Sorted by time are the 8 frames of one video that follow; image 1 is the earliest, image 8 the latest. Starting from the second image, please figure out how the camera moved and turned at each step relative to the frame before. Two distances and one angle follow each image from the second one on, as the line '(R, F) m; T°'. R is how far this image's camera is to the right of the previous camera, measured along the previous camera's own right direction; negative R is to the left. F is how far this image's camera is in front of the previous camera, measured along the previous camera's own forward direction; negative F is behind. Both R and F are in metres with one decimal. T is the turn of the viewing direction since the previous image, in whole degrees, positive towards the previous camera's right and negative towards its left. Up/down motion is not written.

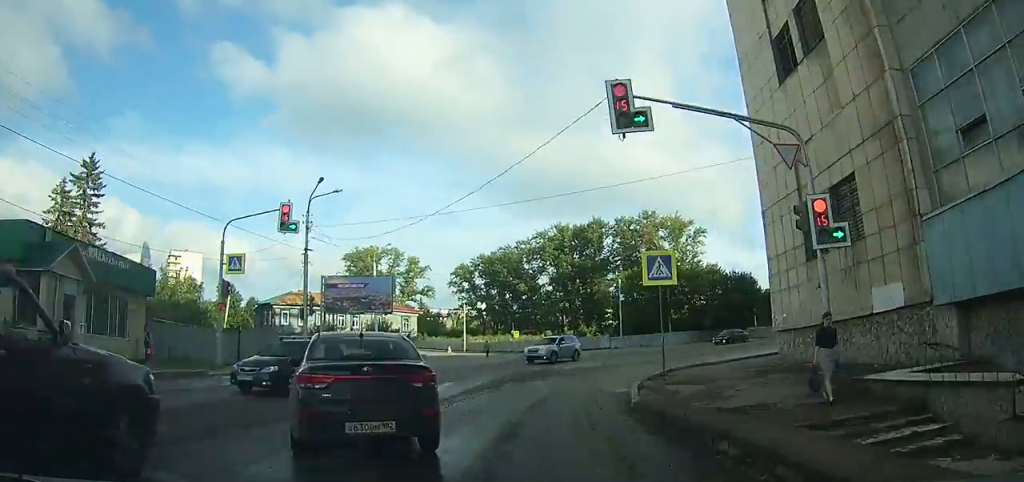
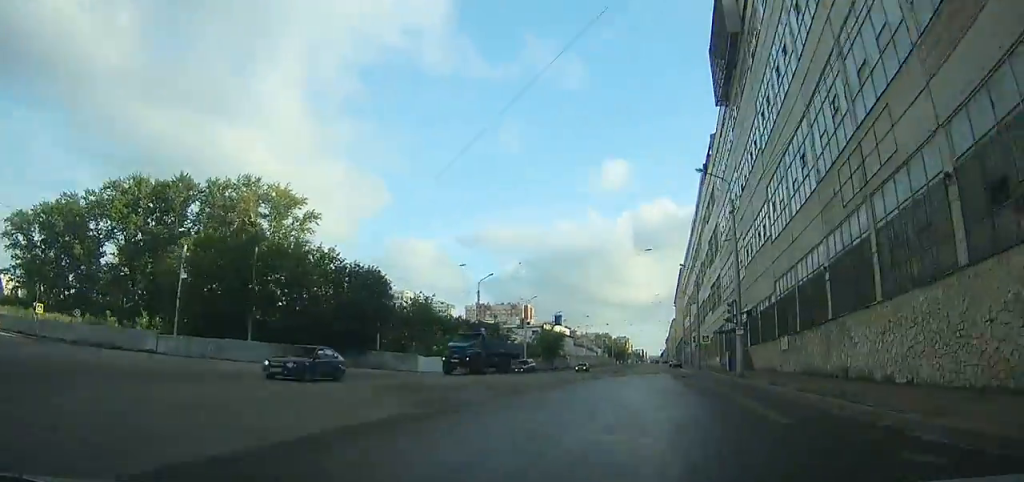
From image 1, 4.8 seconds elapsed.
(+7.2, +34.9) m; +34°
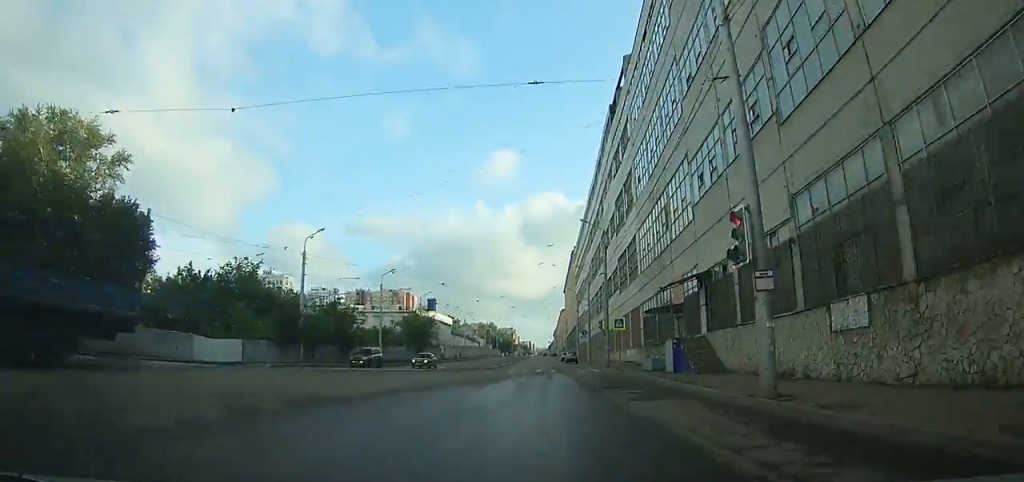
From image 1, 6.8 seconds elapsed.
(+4.4, +18.7) m; +11°
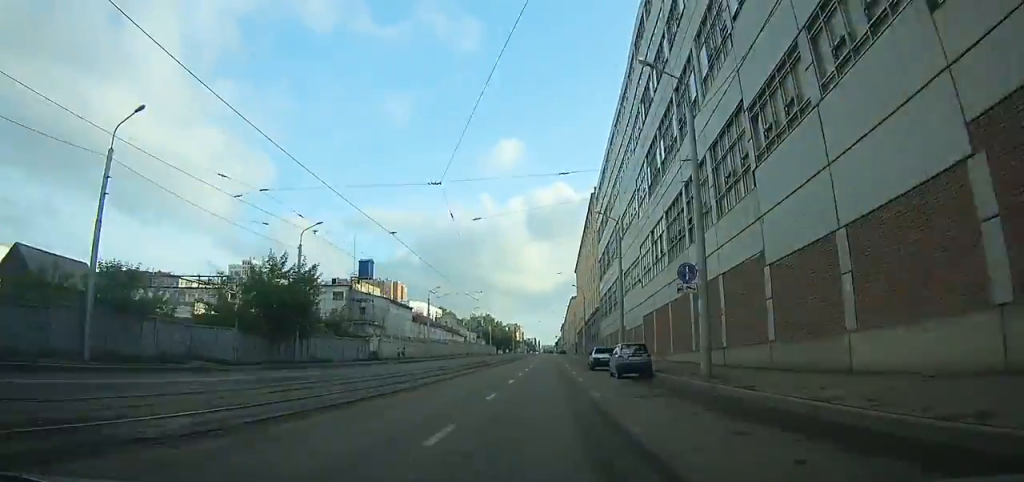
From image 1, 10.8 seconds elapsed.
(+1.9, +48.9) m; +1°
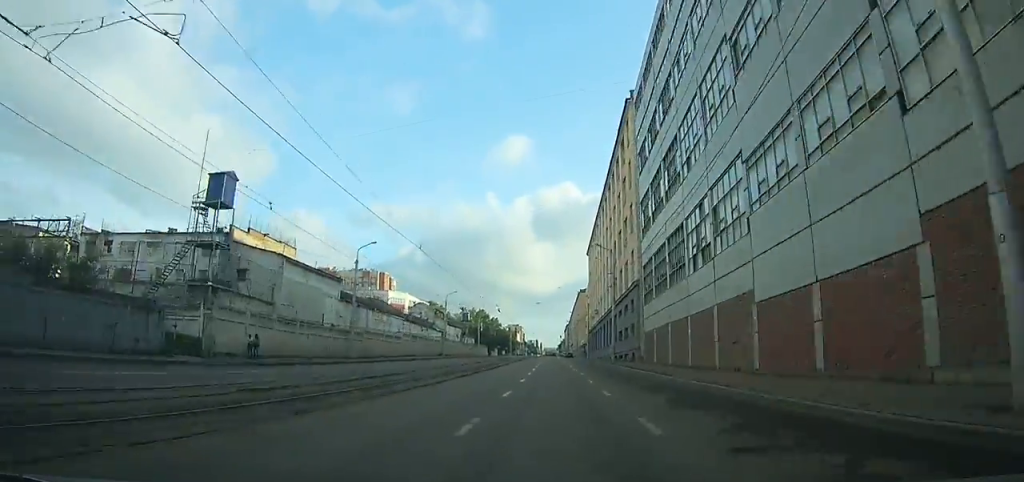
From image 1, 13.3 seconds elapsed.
(-0.5, +36.9) m; -1°
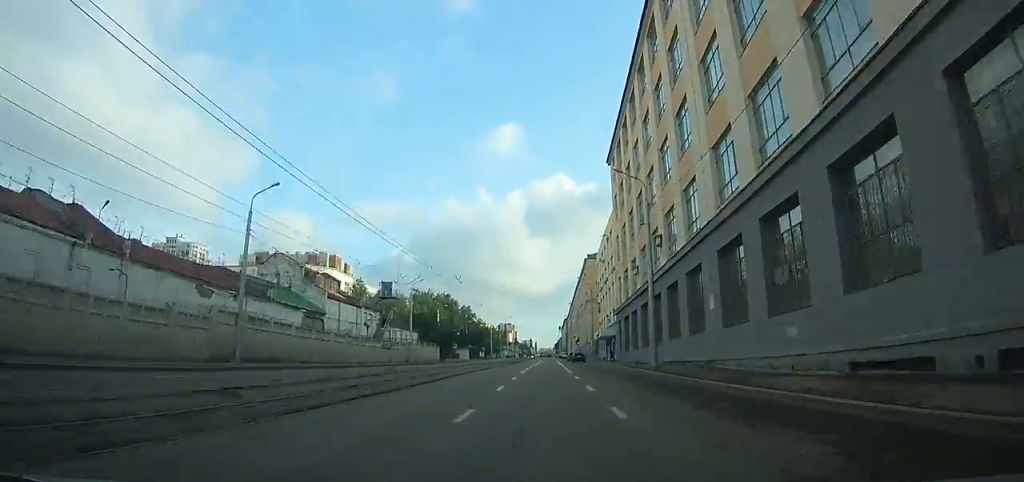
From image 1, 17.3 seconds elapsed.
(-0.3, +68.4) m; -2°
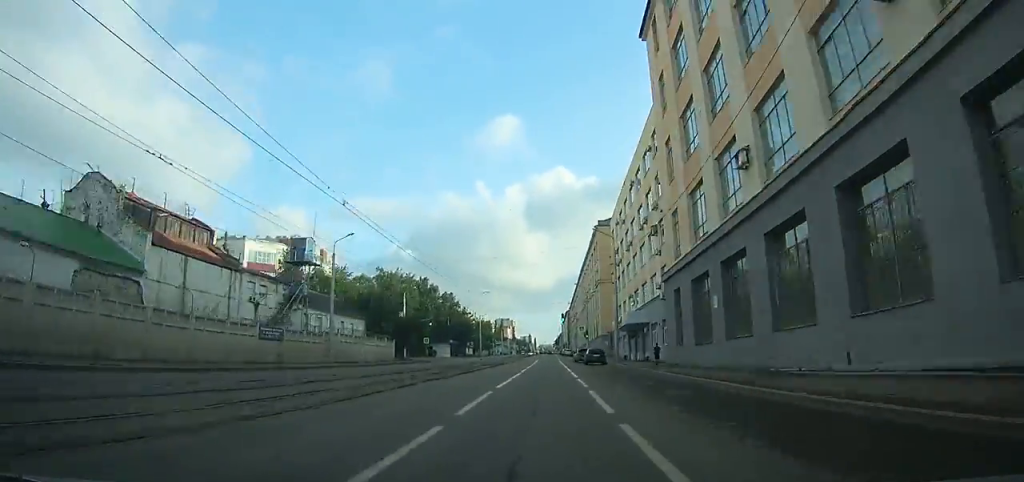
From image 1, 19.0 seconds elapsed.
(+0.2, +30.5) m; -2°
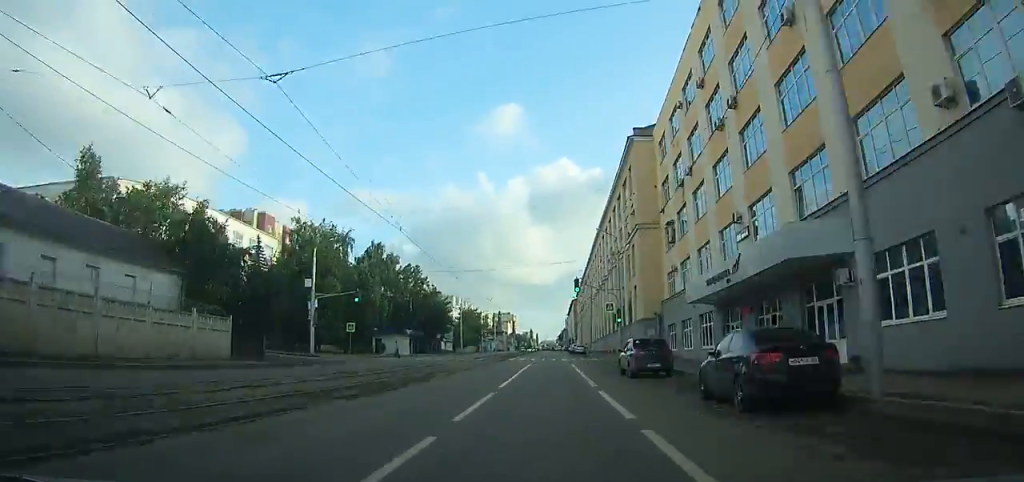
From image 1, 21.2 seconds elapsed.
(-1.3, +40.1) m; 0°
